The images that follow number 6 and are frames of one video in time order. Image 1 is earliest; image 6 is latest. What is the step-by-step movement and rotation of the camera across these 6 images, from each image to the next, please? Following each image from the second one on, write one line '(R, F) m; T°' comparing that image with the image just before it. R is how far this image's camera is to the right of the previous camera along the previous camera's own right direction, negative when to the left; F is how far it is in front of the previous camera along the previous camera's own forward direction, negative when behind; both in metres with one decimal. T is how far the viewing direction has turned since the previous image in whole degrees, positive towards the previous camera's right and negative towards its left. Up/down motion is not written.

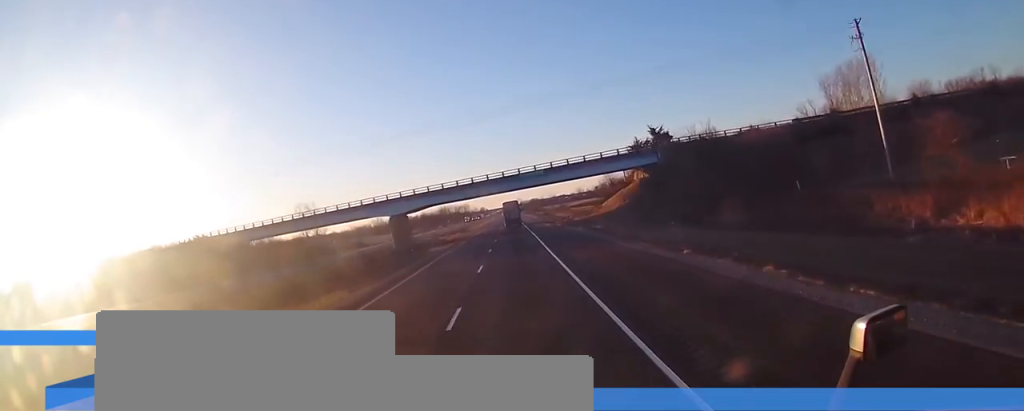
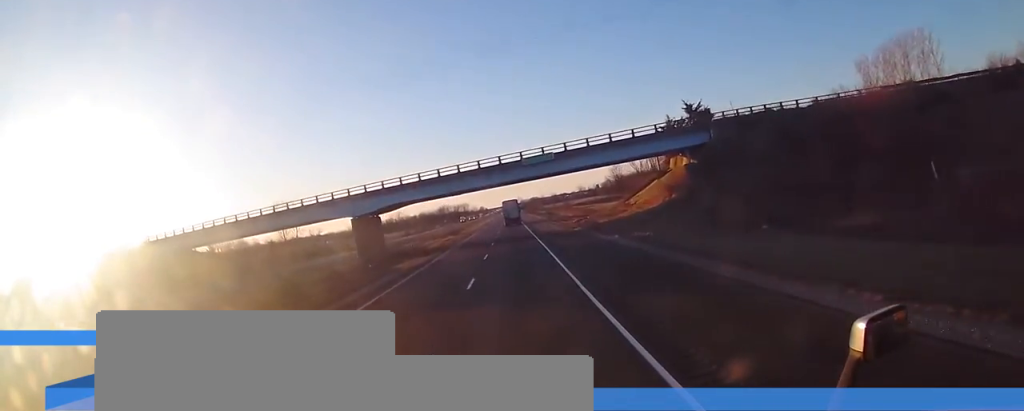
(-0.1, +18.3) m; +1°
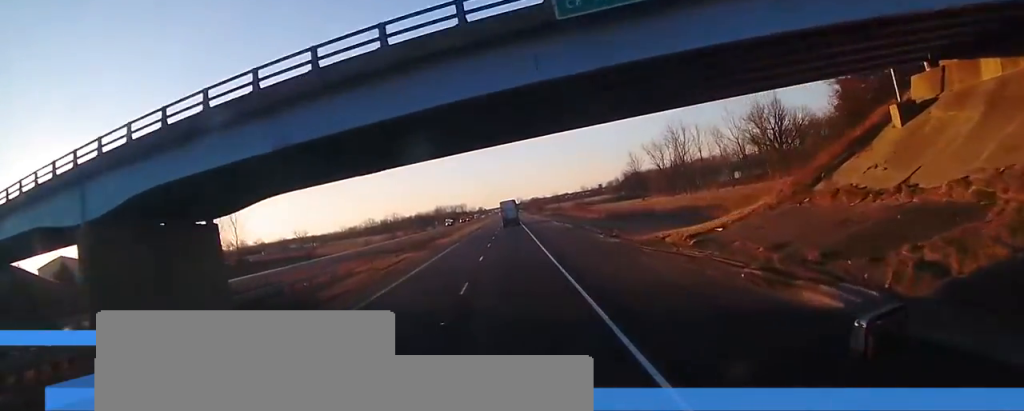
(+0.3, +38.8) m; 0°
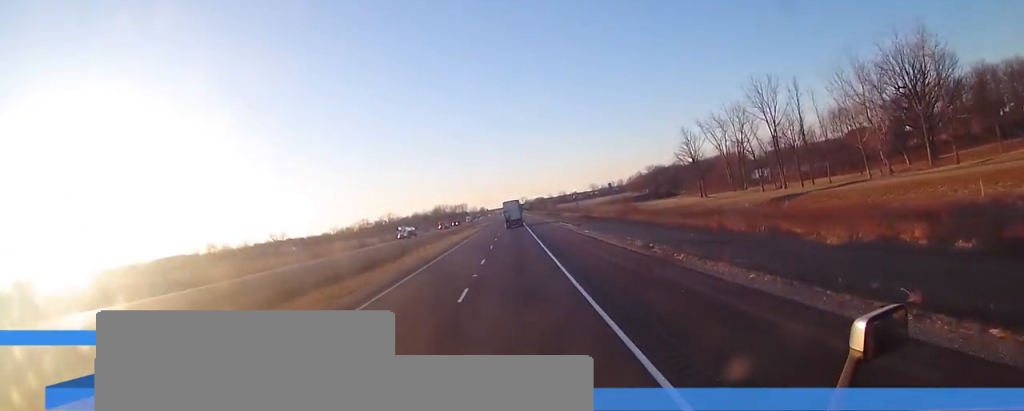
(-0.5, +62.5) m; 0°
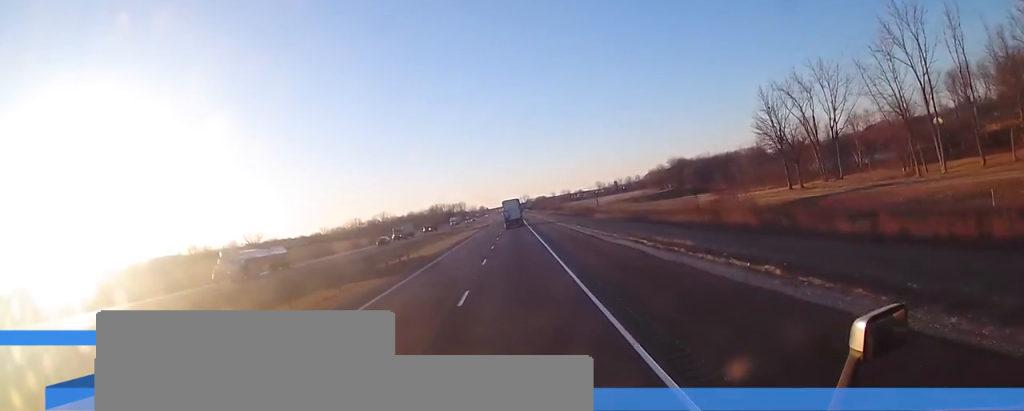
(+0.1, +49.8) m; 0°
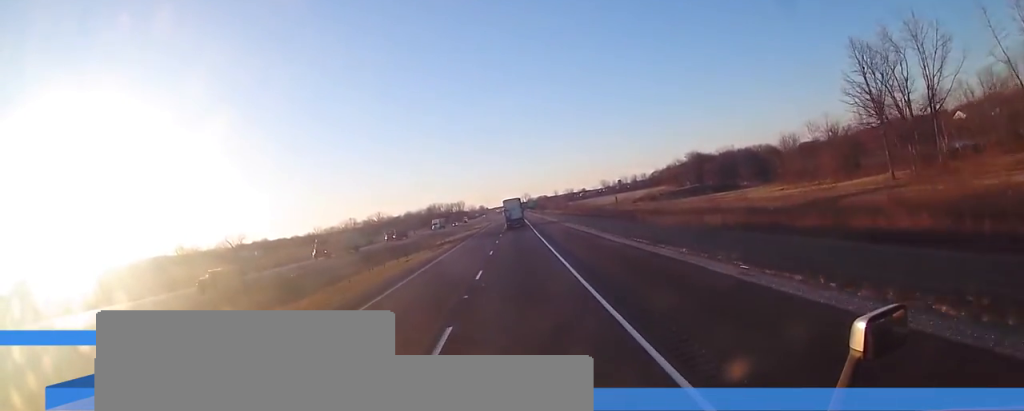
(0.0, +31.5) m; 0°
